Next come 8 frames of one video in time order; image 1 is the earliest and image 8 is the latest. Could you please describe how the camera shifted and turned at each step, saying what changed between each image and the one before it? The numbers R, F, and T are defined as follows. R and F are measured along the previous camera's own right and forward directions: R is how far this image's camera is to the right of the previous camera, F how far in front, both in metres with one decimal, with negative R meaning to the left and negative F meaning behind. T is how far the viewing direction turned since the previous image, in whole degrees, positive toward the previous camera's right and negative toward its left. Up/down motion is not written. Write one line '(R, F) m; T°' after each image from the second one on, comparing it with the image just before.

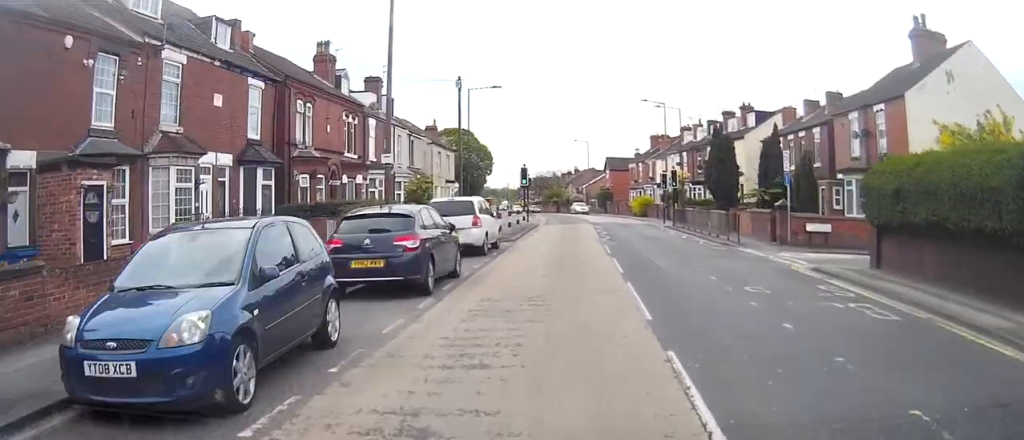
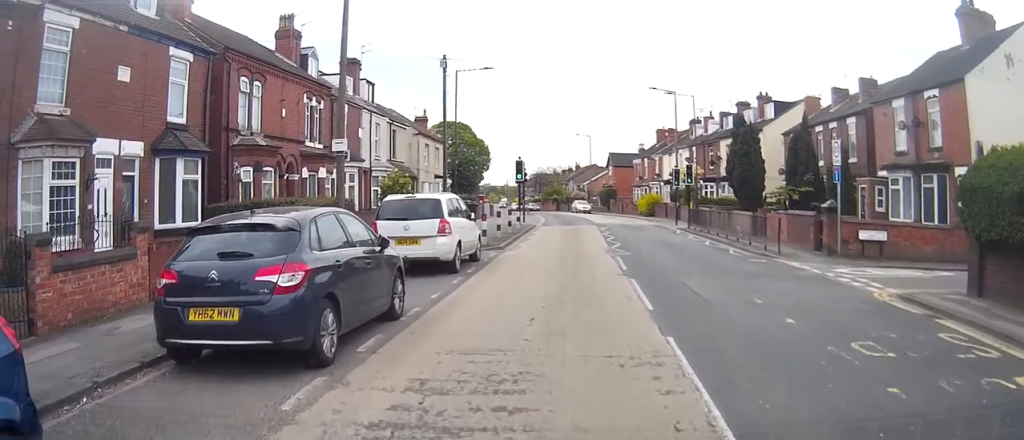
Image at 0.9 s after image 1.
(-0.1, +5.8) m; 0°
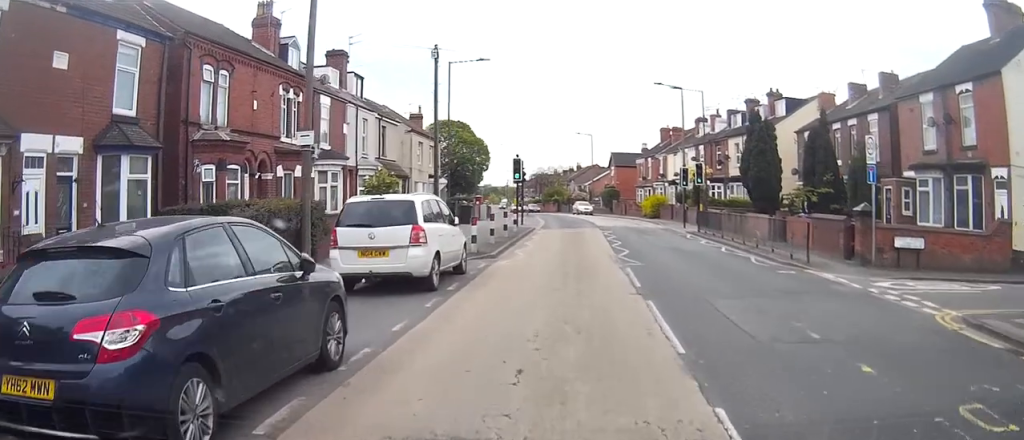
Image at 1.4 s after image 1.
(0.0, +2.8) m; +3°
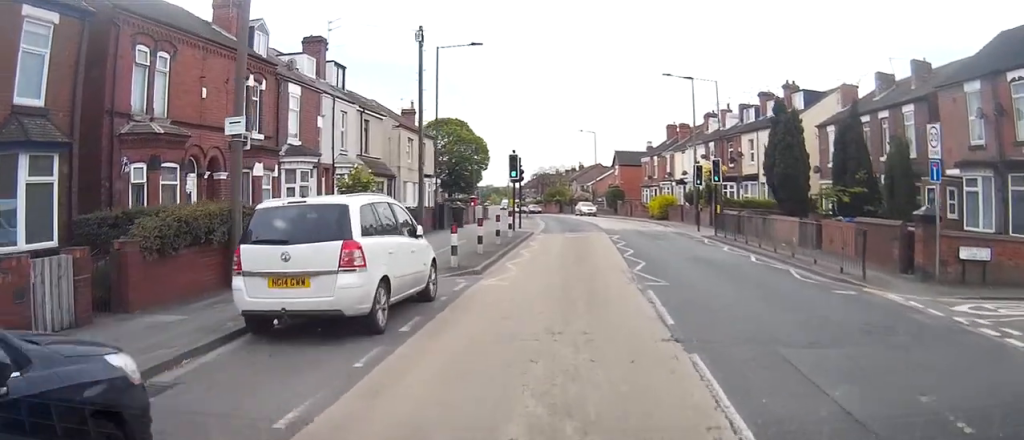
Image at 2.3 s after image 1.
(+0.2, +4.1) m; +6°
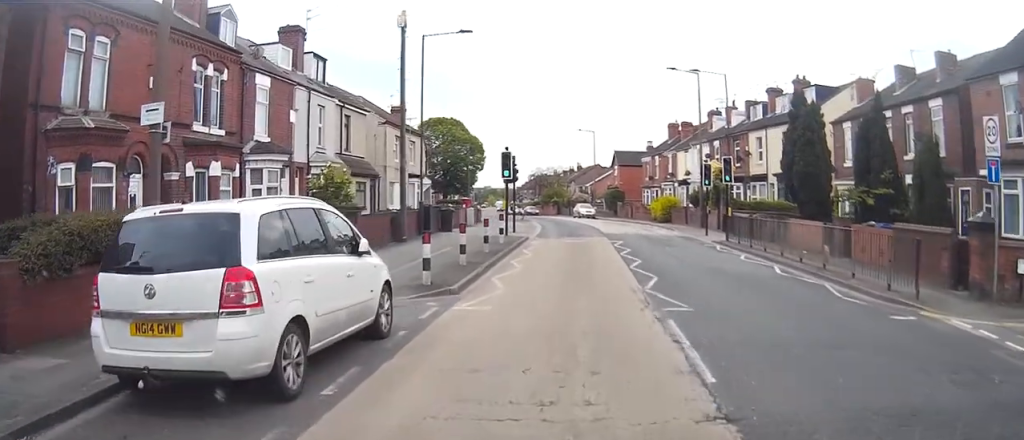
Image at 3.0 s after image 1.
(+0.2, +2.9) m; +4°
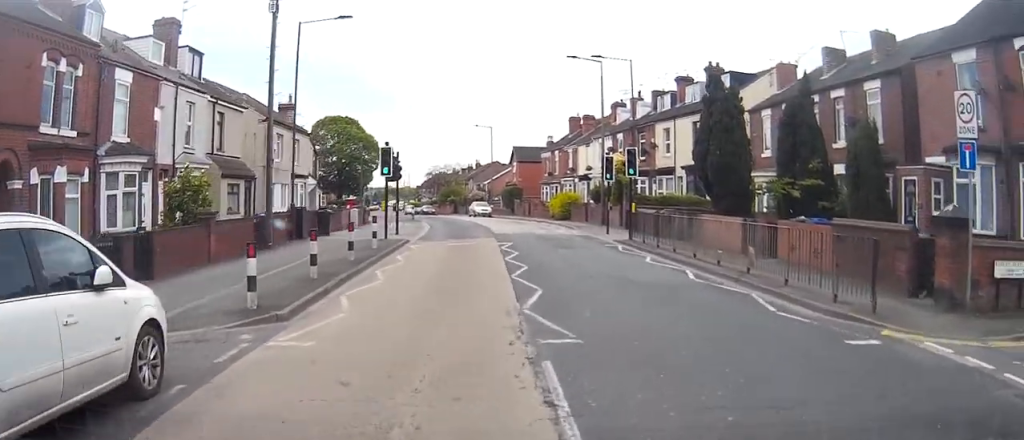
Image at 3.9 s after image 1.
(0.0, +3.0) m; +4°
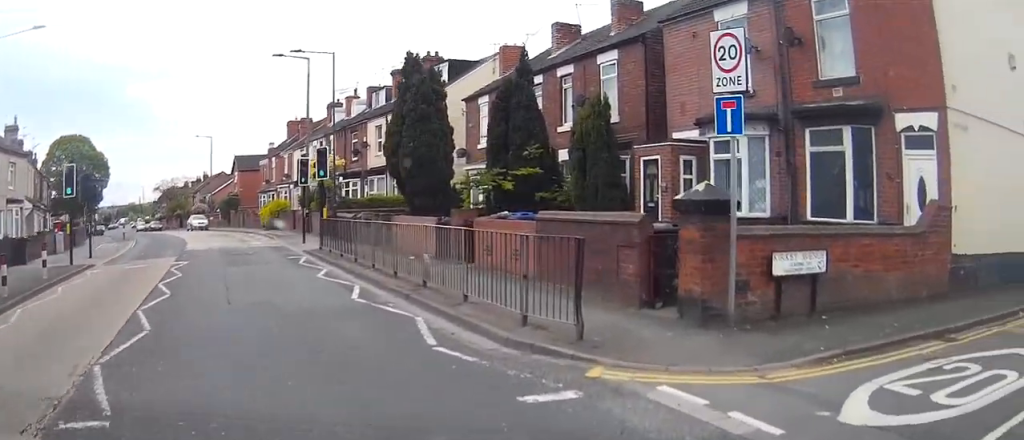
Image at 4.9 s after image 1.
(+0.4, +3.2) m; +27°
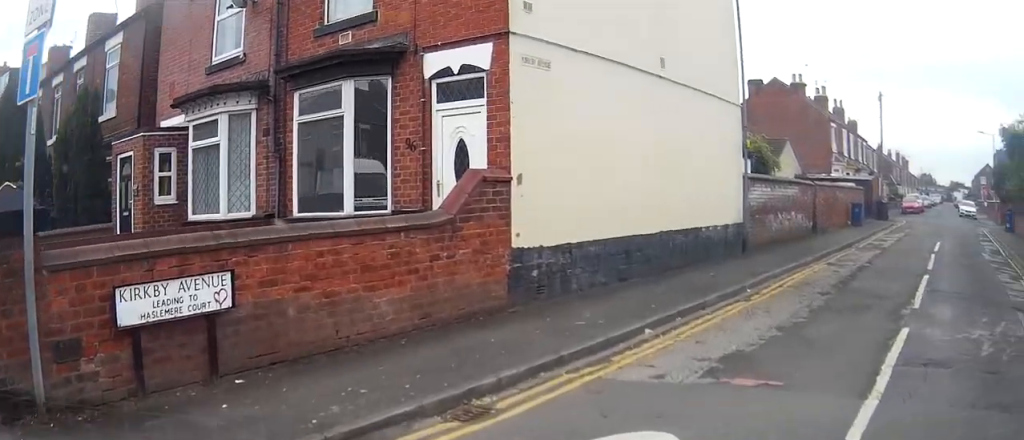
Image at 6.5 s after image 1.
(+1.6, +4.7) m; +23°
